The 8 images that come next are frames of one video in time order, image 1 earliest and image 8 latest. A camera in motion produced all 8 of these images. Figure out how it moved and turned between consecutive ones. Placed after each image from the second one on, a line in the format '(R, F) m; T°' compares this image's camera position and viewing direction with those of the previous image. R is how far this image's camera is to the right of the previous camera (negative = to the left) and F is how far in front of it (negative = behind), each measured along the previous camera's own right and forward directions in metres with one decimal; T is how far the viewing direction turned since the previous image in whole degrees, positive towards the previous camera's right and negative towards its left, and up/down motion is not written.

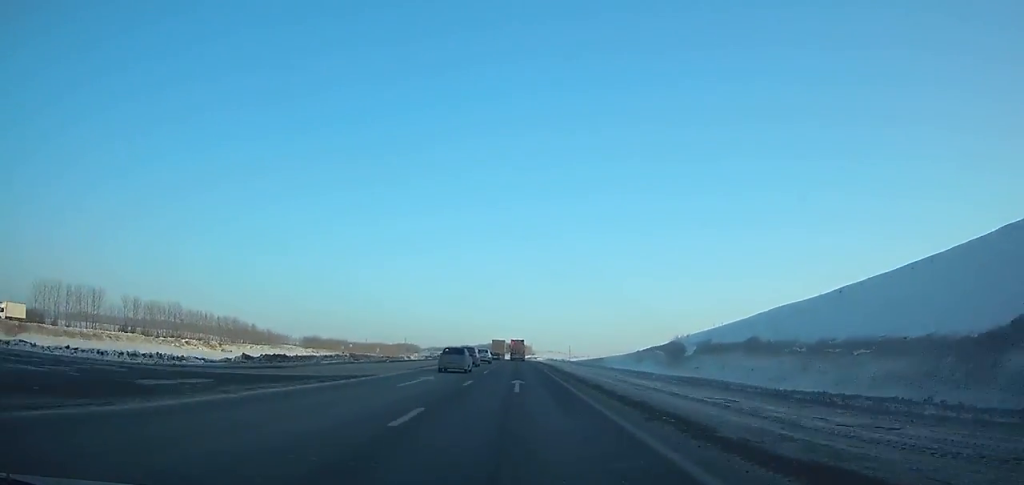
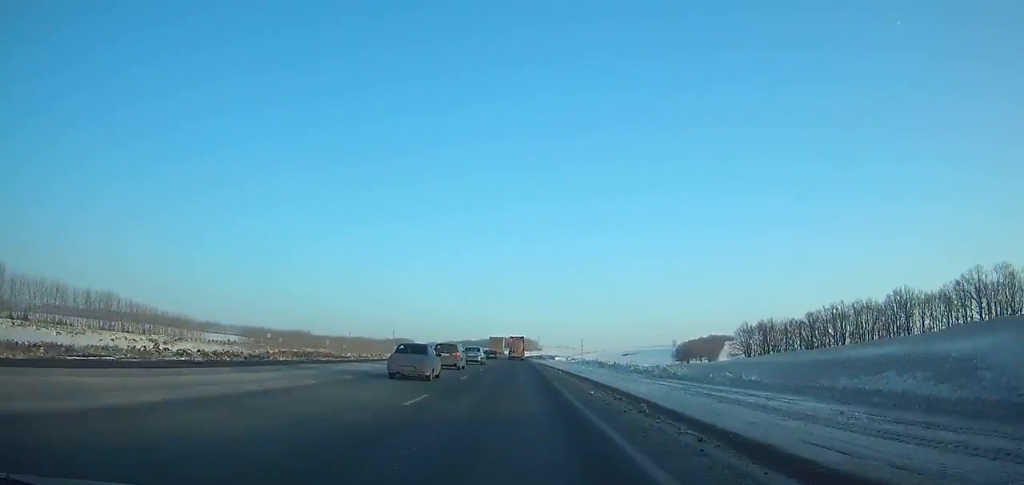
(-0.5, +77.0) m; 0°
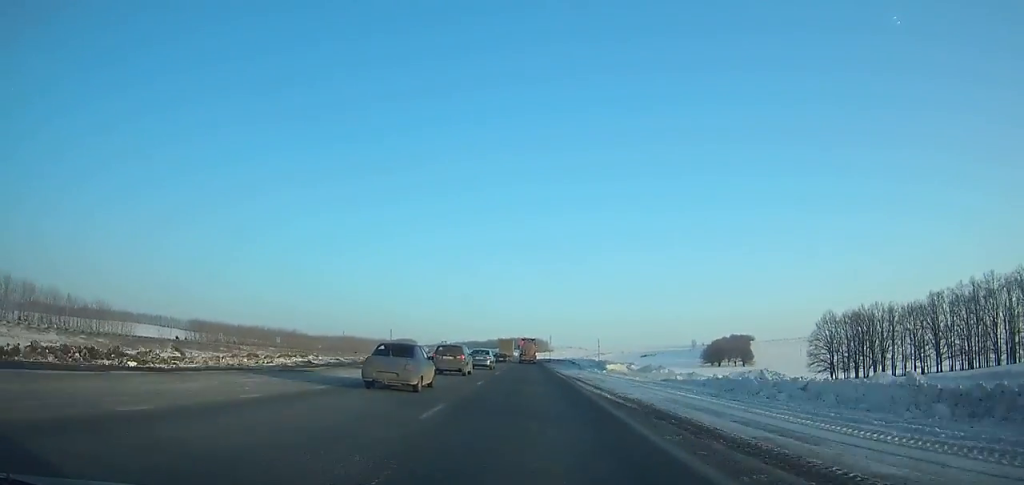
(0.0, +48.6) m; 0°
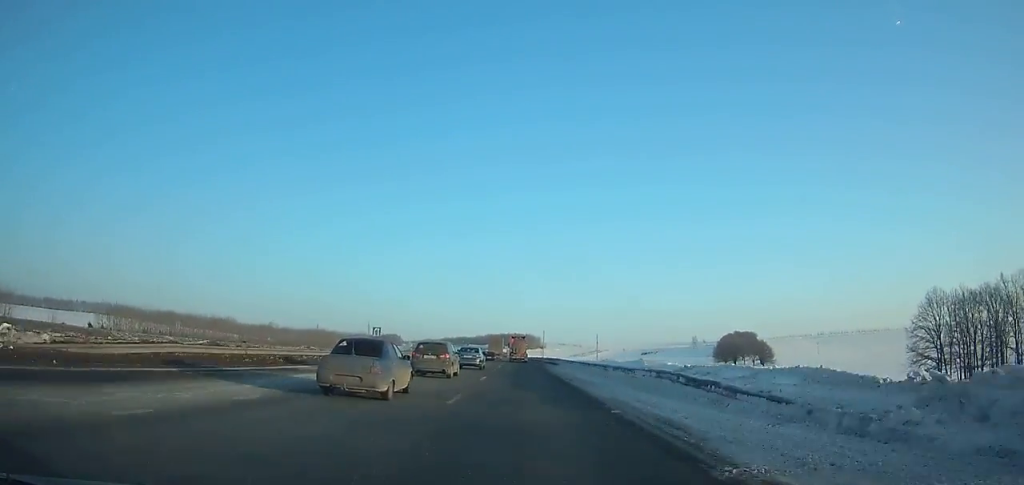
(+0.2, +43.4) m; 0°
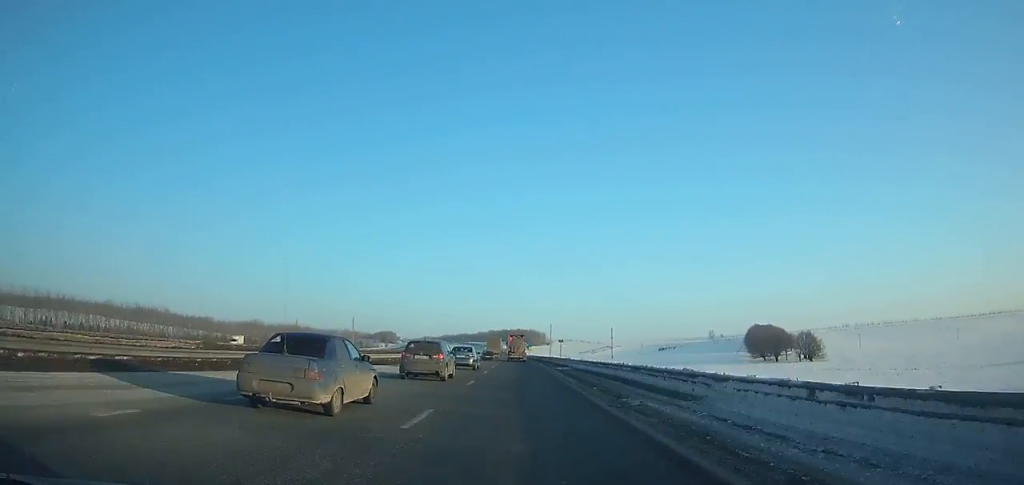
(-0.2, +50.9) m; 0°
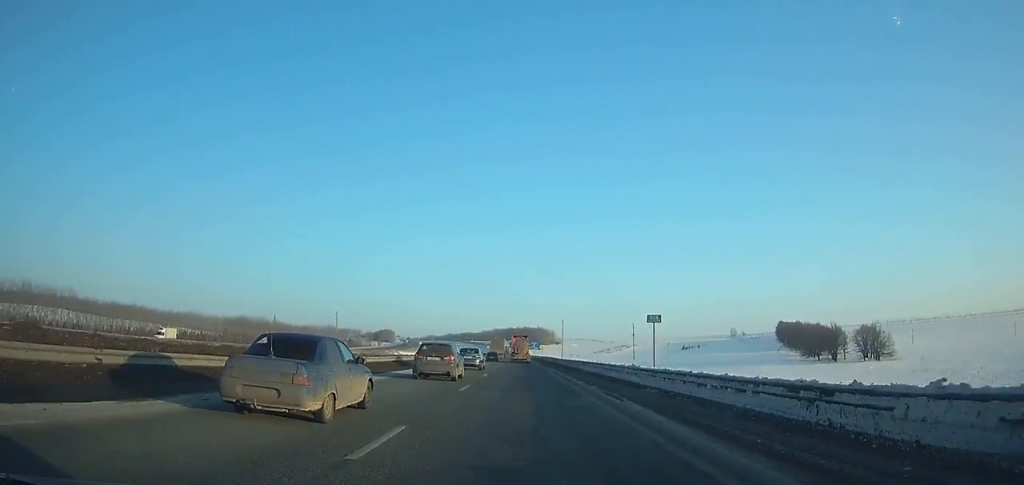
(-0.2, +50.2) m; 0°
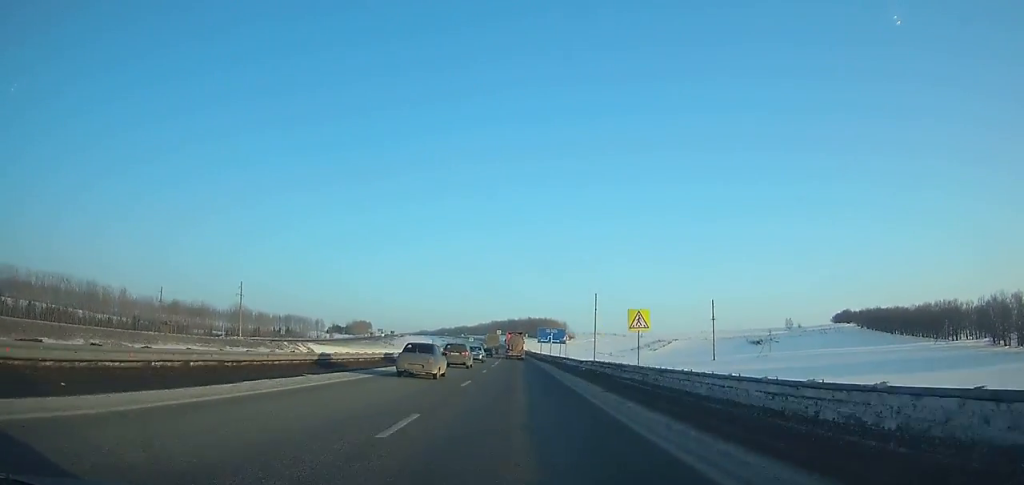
(-0.9, +130.1) m; -1°
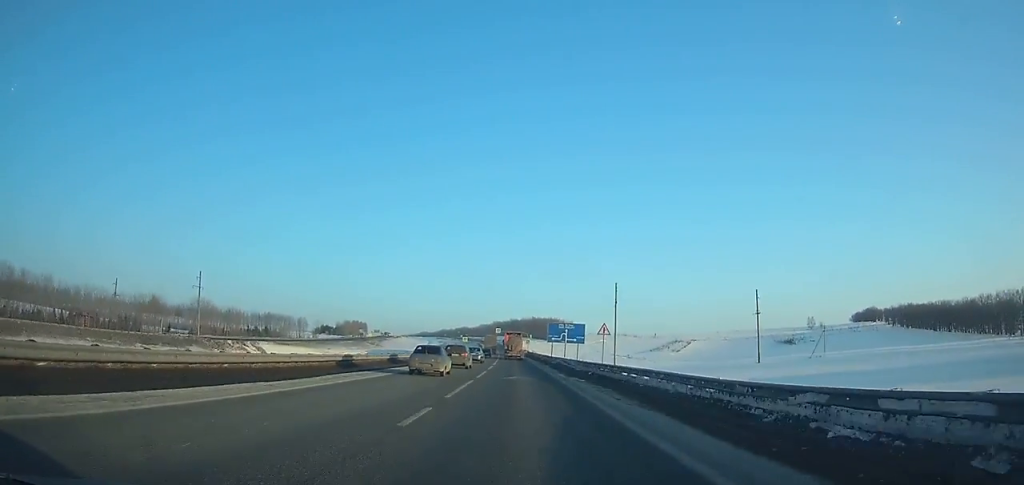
(0.0, +34.0) m; 0°
